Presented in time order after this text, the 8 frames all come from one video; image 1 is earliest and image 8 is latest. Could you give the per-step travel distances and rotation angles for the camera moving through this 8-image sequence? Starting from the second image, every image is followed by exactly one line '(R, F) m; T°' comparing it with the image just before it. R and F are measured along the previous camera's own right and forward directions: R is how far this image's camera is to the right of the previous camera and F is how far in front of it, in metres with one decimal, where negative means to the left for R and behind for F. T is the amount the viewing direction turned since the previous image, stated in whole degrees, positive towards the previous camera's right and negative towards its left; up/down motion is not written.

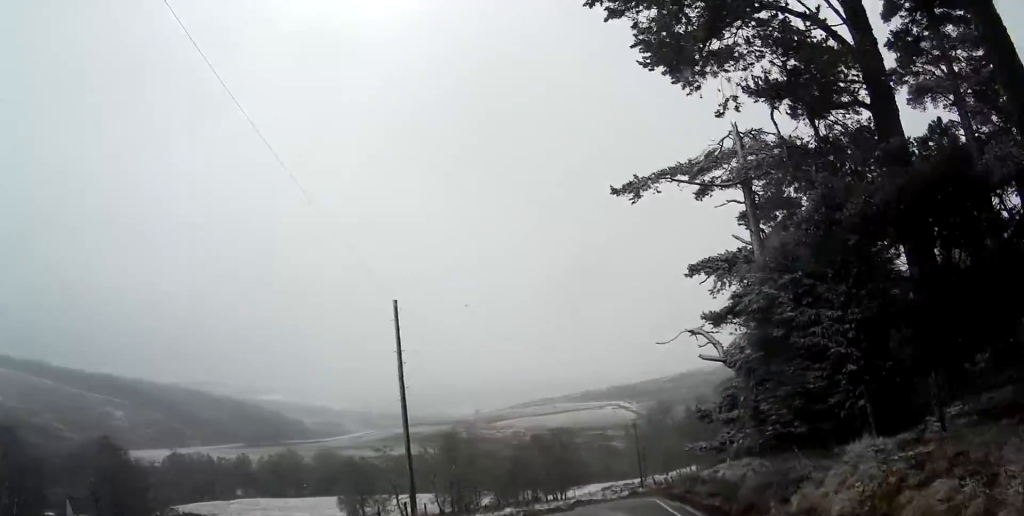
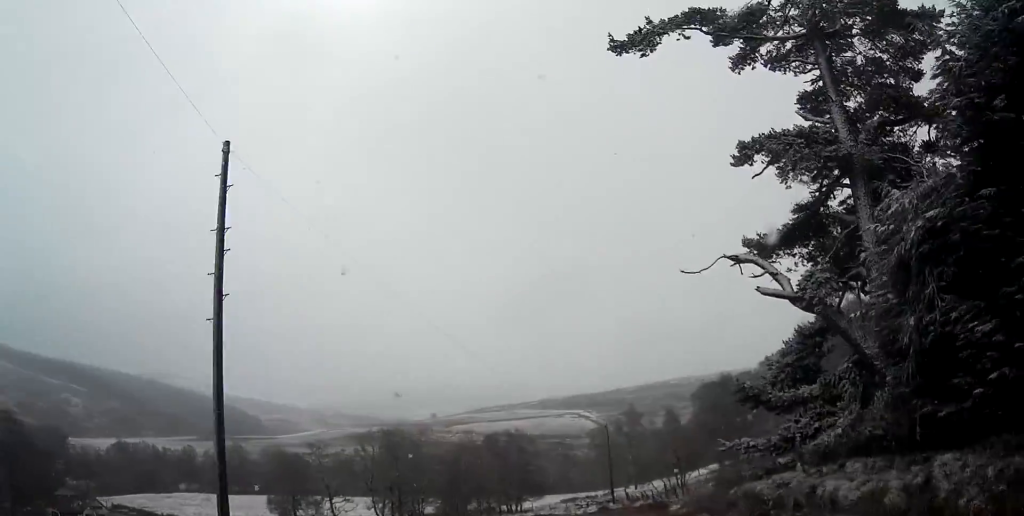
(+0.2, +12.6) m; +1°
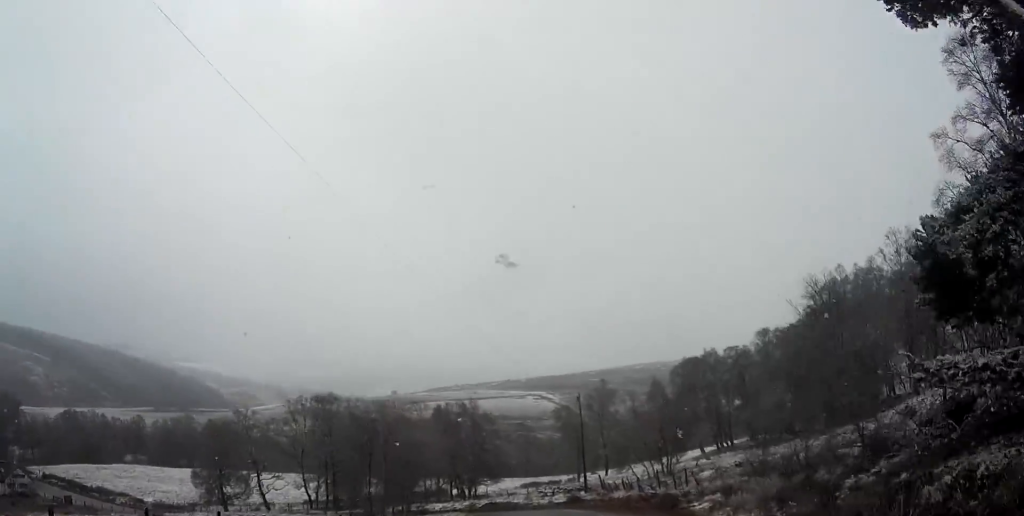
(+0.1, +12.5) m; +1°
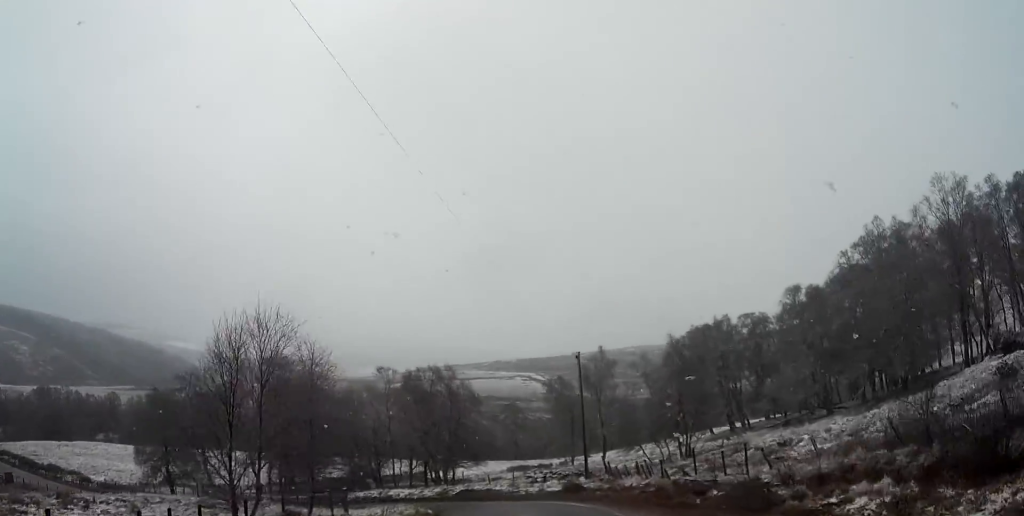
(+0.1, +11.9) m; +1°
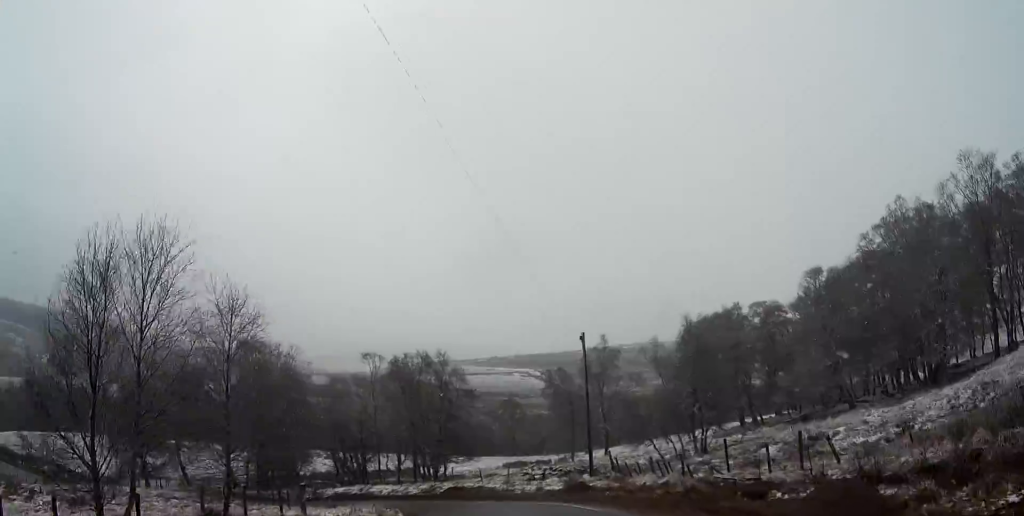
(0.0, +5.3) m; 0°
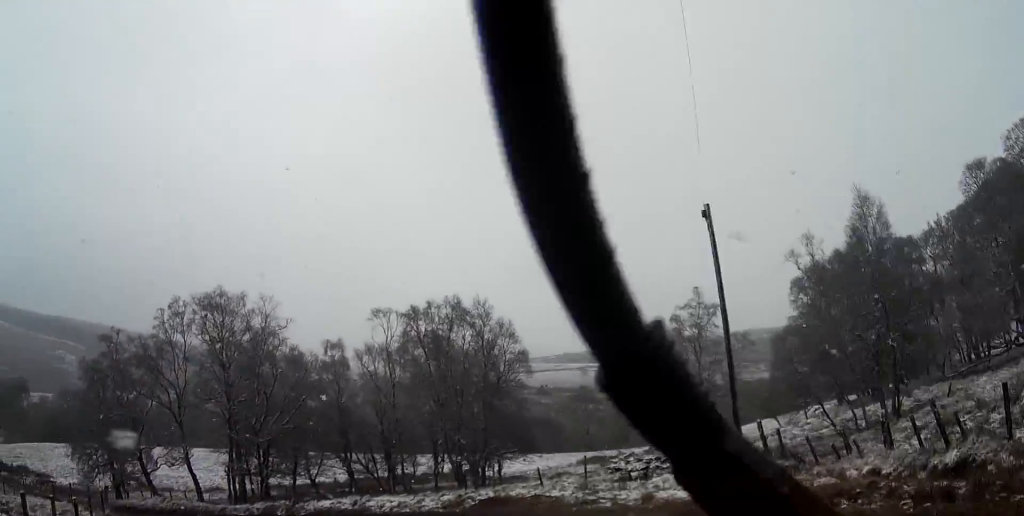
(-0.5, +18.5) m; -9°
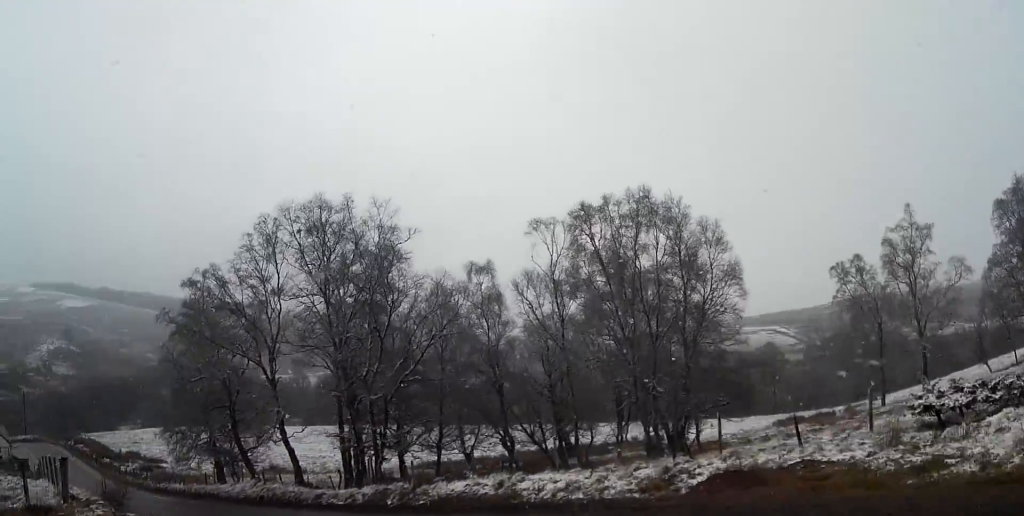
(-1.2, +11.3) m; -13°
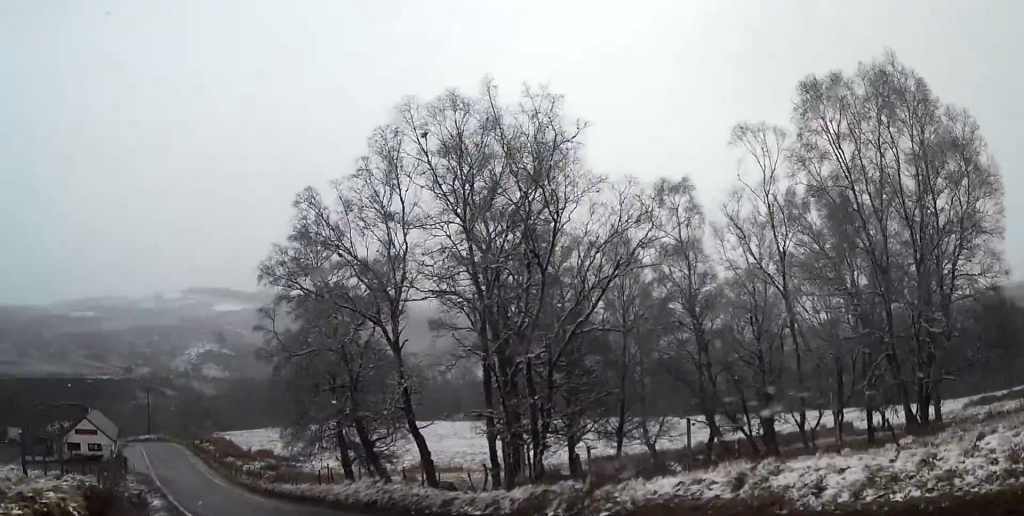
(-1.0, +9.0) m; -12°
